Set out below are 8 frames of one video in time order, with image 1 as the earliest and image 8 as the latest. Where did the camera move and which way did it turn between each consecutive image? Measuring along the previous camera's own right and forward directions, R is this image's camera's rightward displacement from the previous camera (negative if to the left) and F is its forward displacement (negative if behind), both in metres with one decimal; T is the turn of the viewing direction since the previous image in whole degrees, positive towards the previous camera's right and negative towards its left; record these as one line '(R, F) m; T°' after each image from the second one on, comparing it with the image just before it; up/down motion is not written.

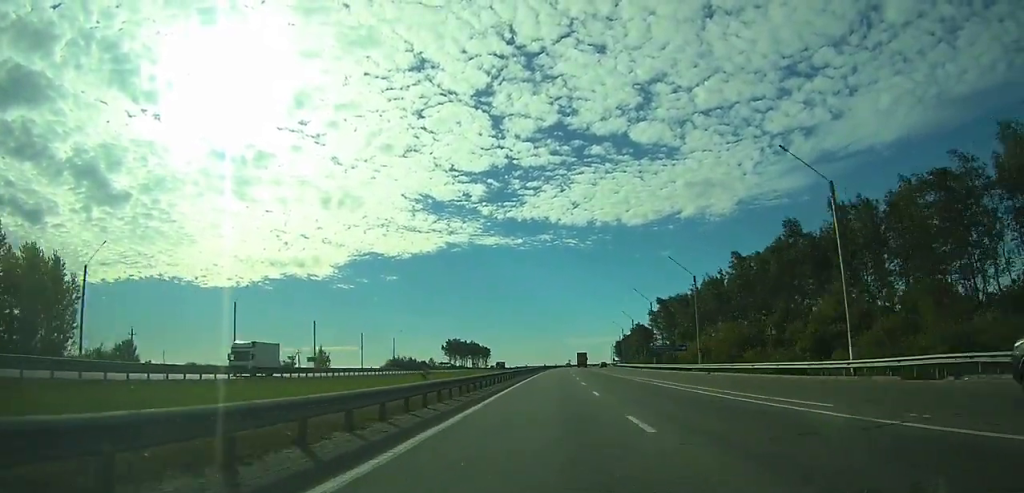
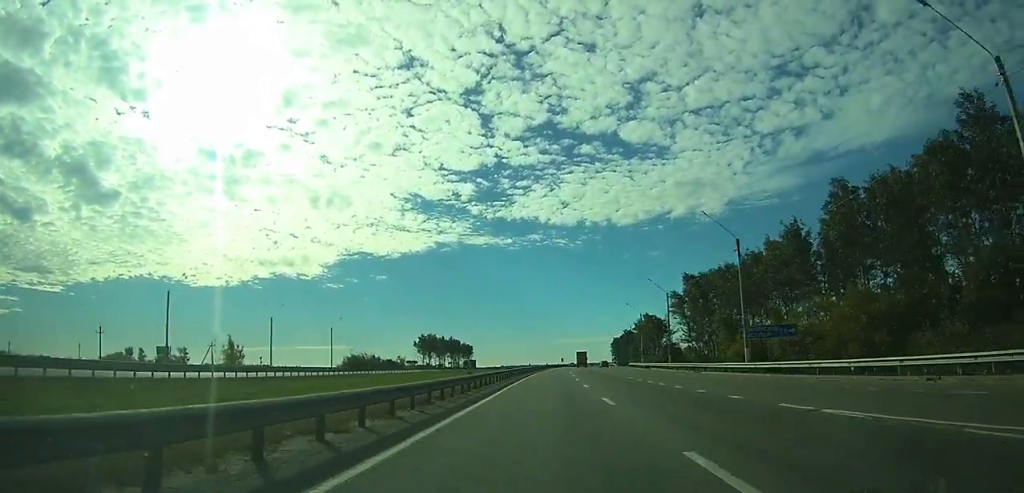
(+0.3, +41.3) m; +1°
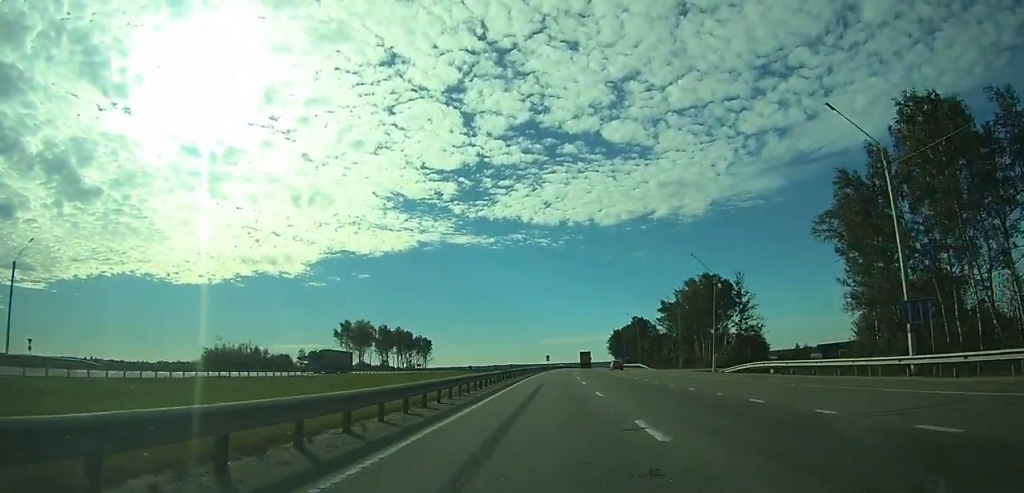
(+1.2, +78.8) m; +2°
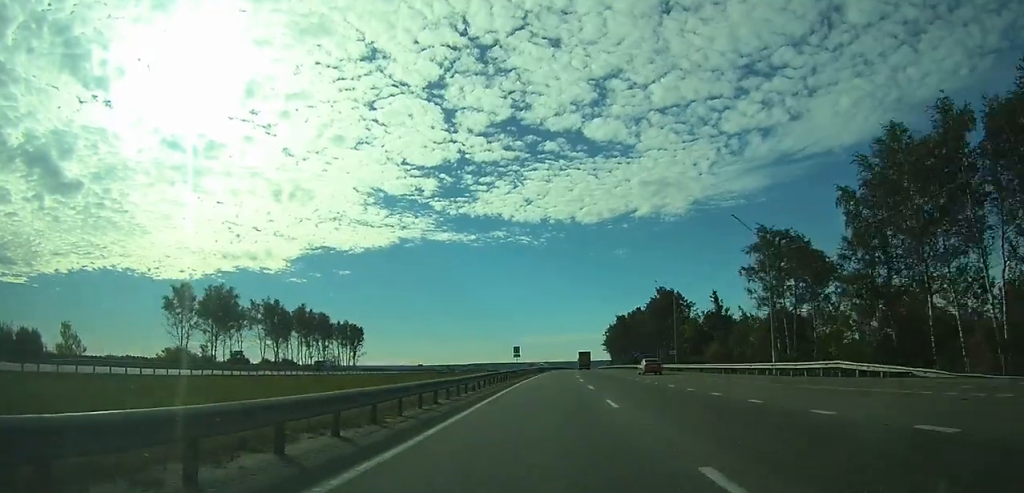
(+1.0, +76.5) m; +2°
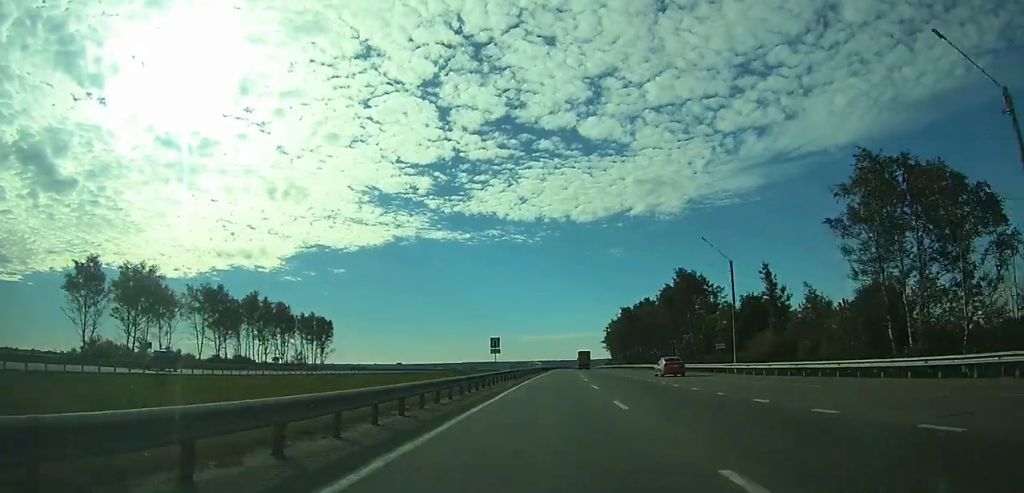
(+0.4, +24.2) m; +1°
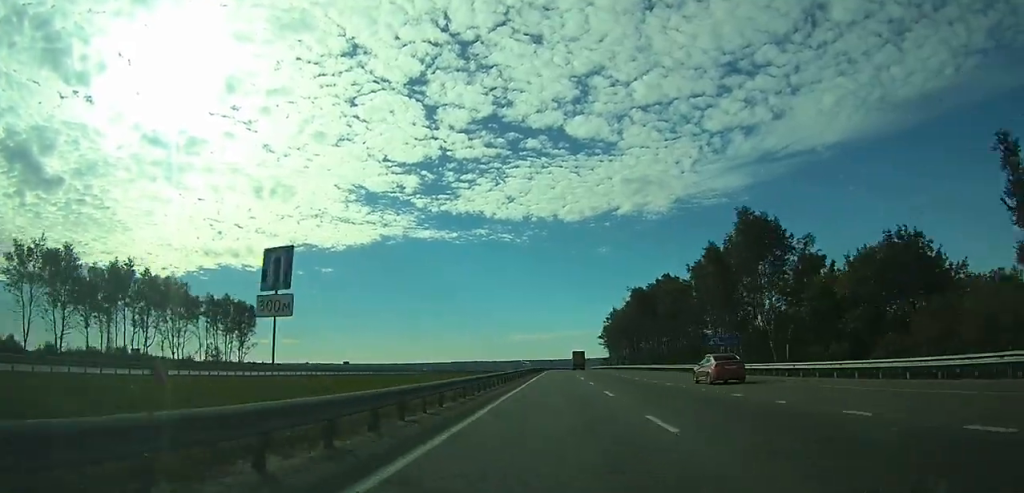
(+0.4, +40.9) m; +1°
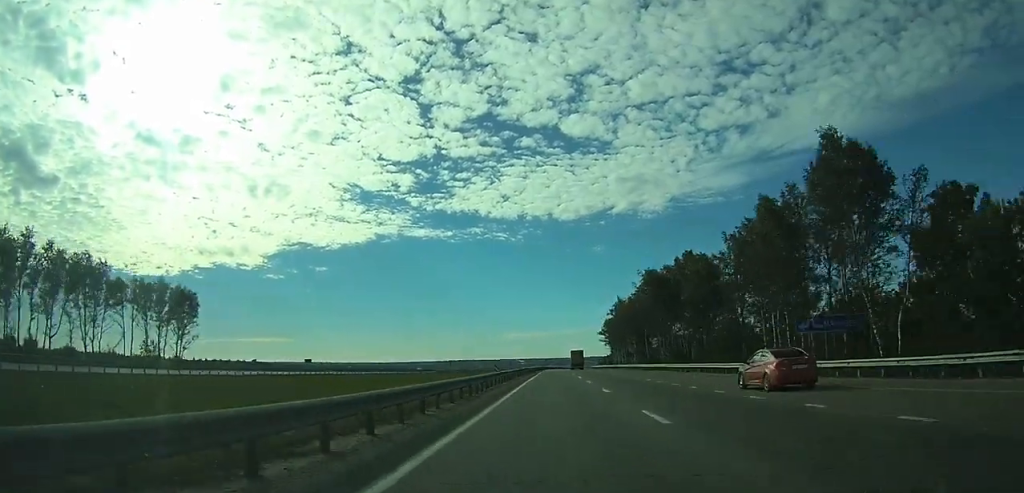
(+0.1, +22.2) m; 0°
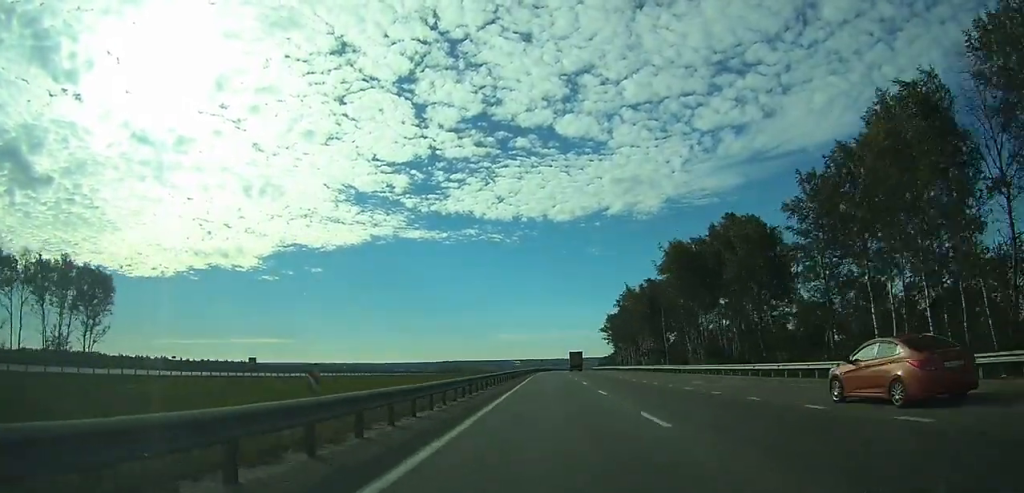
(0.0, +24.1) m; 0°
